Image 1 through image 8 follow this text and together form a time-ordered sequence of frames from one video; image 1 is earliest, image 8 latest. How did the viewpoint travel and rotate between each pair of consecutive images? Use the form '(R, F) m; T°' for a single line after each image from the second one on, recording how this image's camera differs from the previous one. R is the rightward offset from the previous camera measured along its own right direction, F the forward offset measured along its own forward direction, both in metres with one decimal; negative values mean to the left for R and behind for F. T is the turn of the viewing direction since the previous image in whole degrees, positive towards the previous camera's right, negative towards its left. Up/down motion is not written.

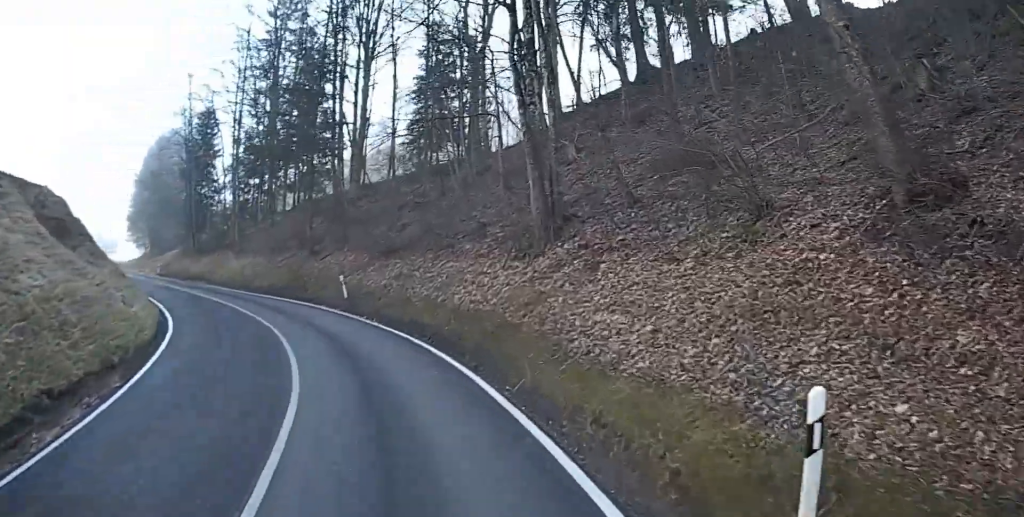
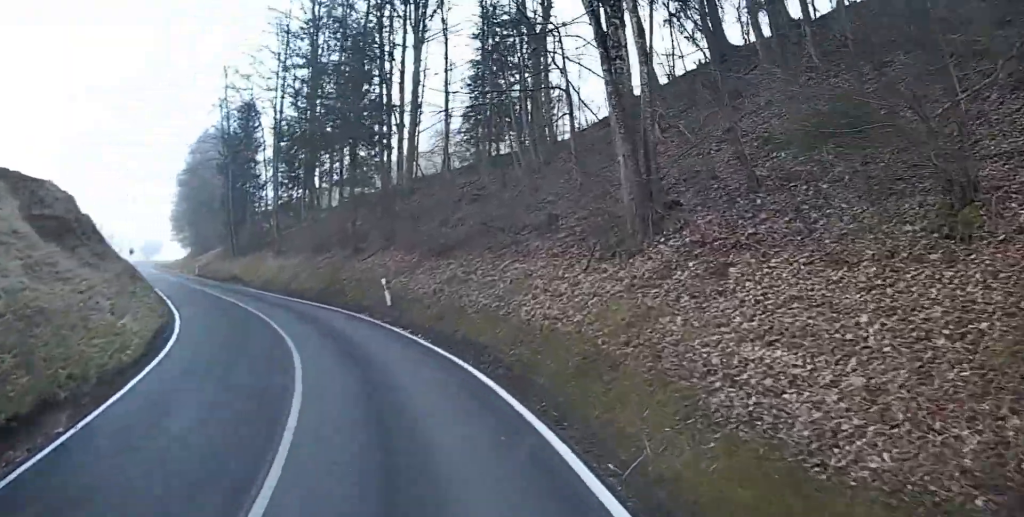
(-0.4, +3.7) m; -6°
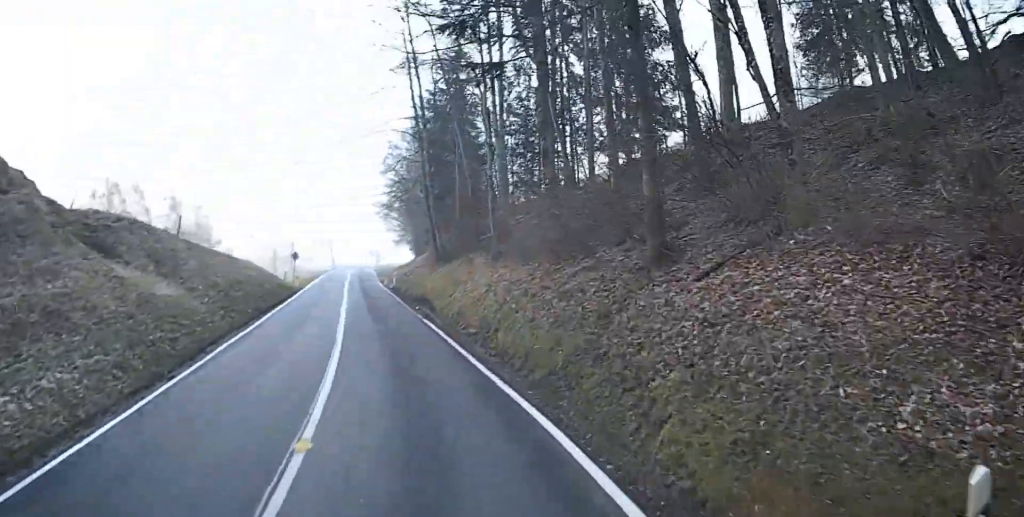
(-5.1, +16.4) m; -39°
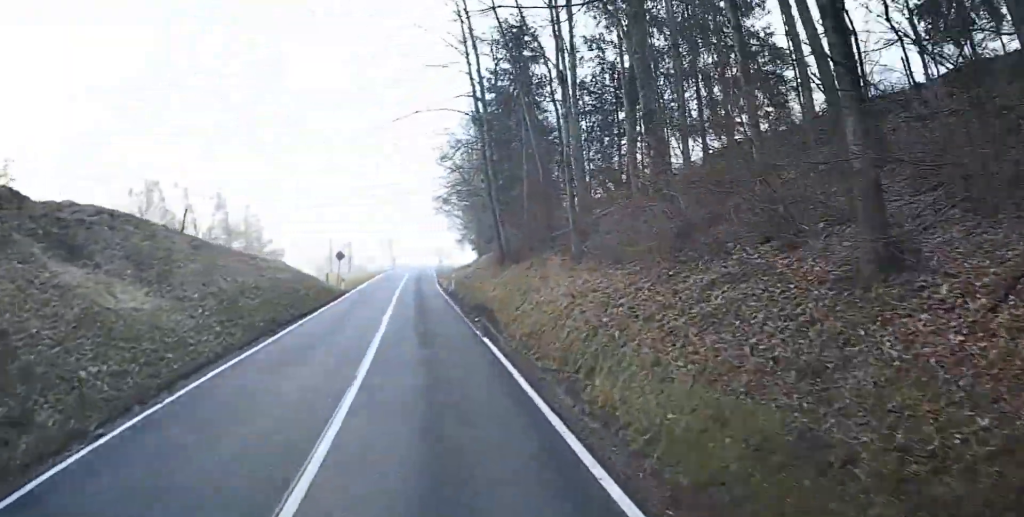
(-0.9, +4.6) m; -8°
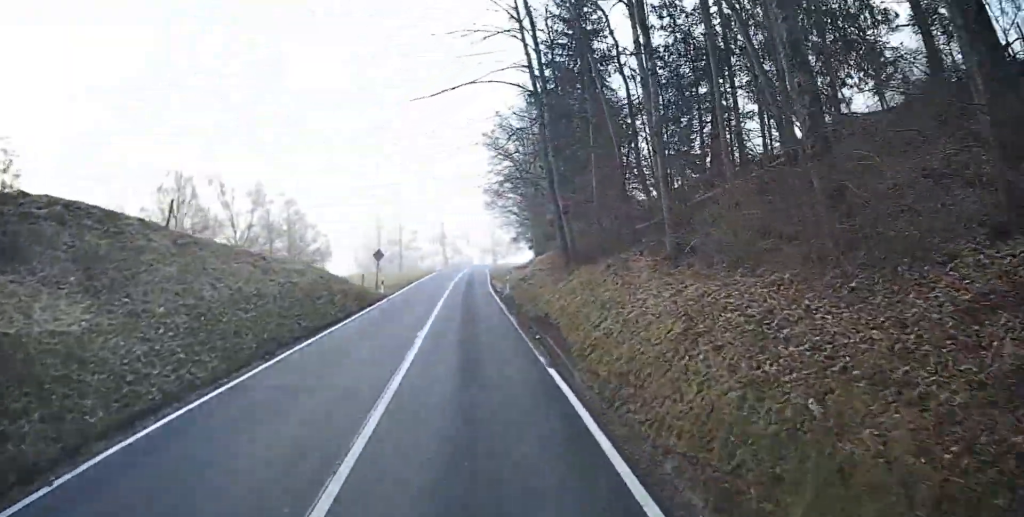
(-0.2, +4.4) m; -3°
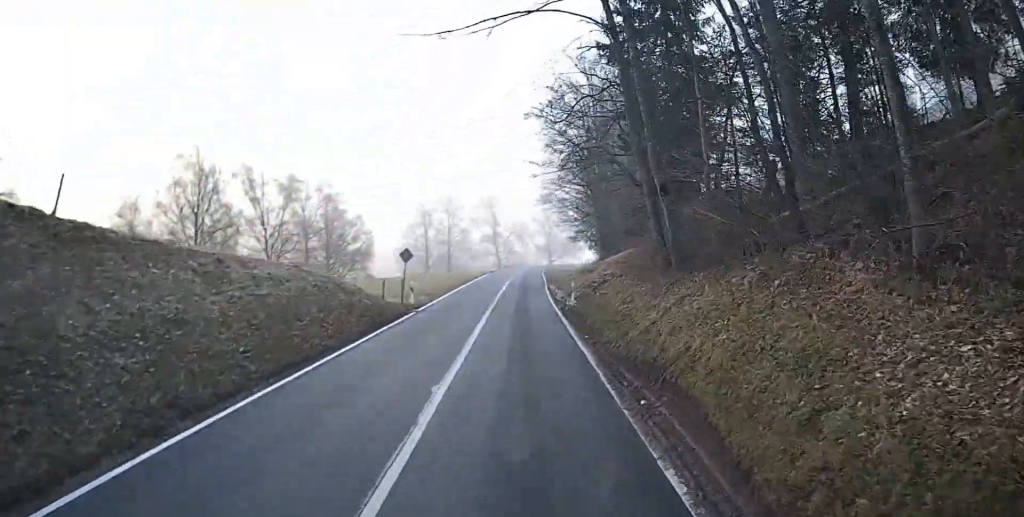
(0.0, +6.9) m; 0°
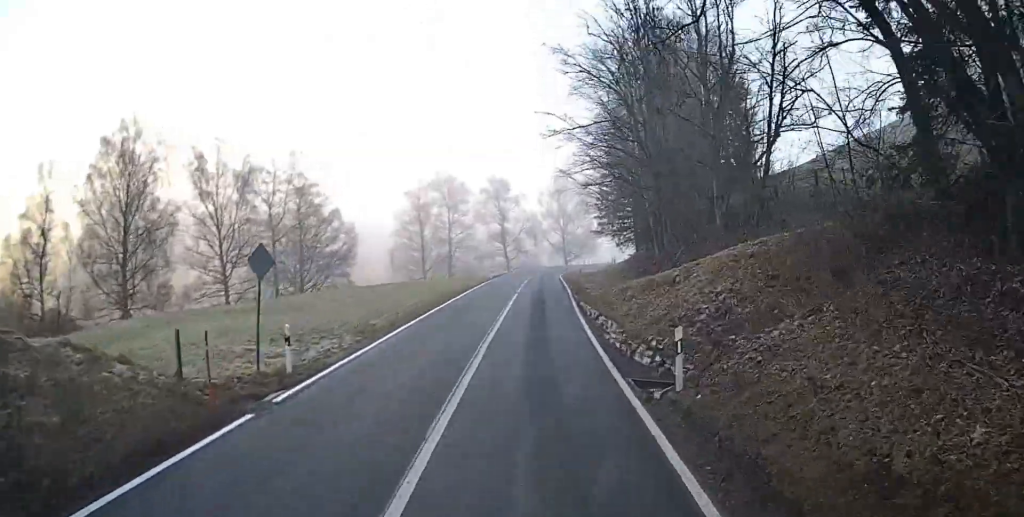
(0.0, +13.9) m; 0°
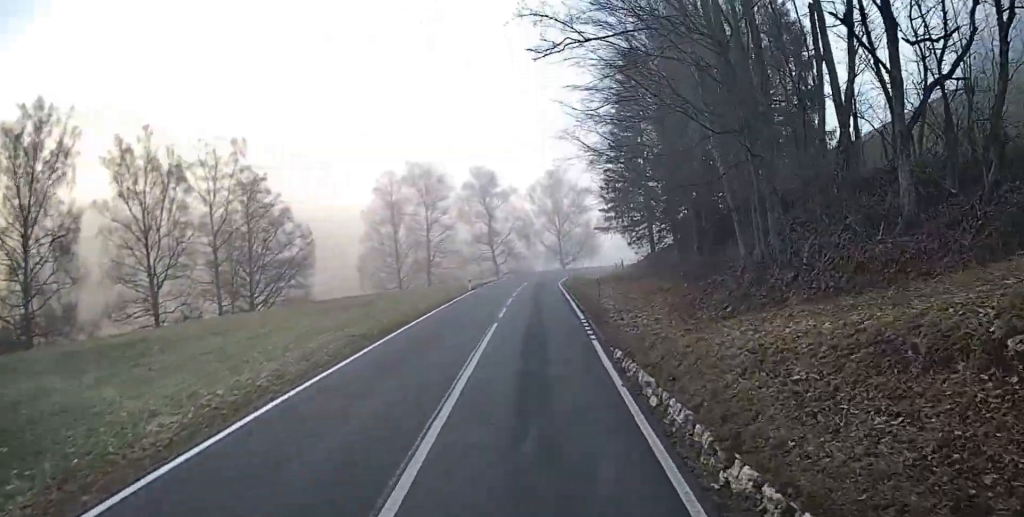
(0.0, +11.2) m; 0°
